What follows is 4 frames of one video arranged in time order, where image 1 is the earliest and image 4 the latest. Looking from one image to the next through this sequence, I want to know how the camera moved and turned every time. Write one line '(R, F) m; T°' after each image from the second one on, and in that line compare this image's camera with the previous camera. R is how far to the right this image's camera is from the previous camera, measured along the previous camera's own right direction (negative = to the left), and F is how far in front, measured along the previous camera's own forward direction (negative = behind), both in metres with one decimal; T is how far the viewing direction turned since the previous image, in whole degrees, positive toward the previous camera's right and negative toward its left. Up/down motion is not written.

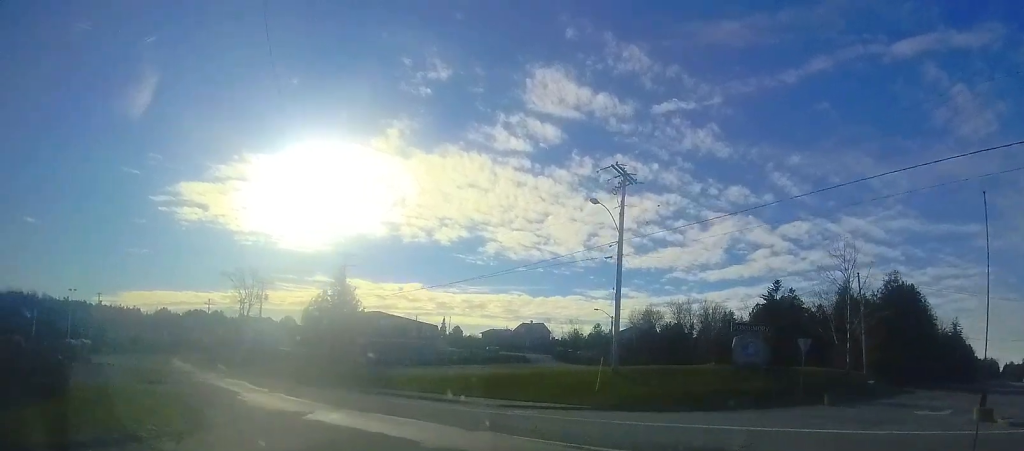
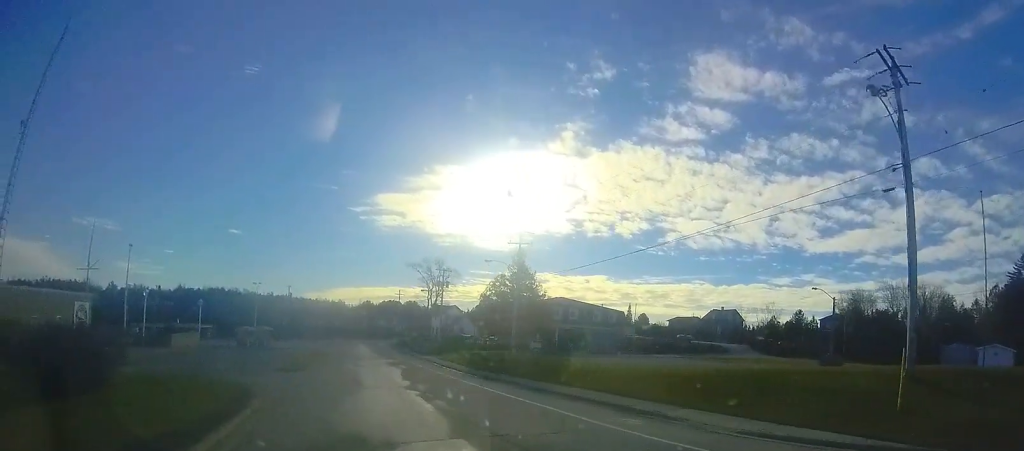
(-0.9, +7.9) m; -4°
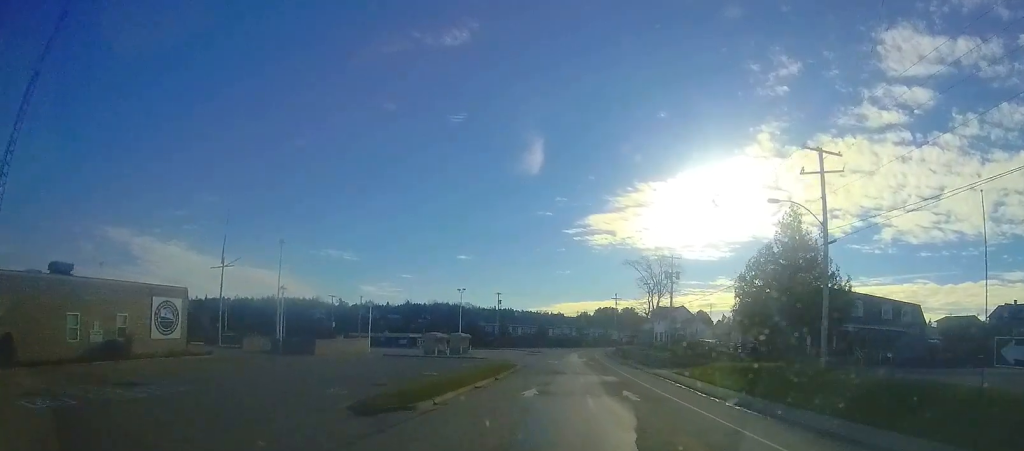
(-2.9, +16.0) m; -15°
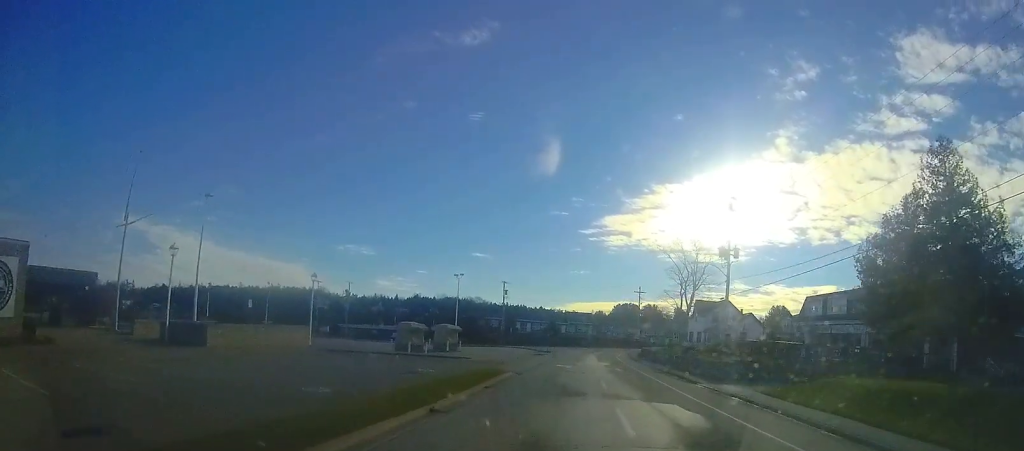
(+0.1, +13.1) m; -3°
